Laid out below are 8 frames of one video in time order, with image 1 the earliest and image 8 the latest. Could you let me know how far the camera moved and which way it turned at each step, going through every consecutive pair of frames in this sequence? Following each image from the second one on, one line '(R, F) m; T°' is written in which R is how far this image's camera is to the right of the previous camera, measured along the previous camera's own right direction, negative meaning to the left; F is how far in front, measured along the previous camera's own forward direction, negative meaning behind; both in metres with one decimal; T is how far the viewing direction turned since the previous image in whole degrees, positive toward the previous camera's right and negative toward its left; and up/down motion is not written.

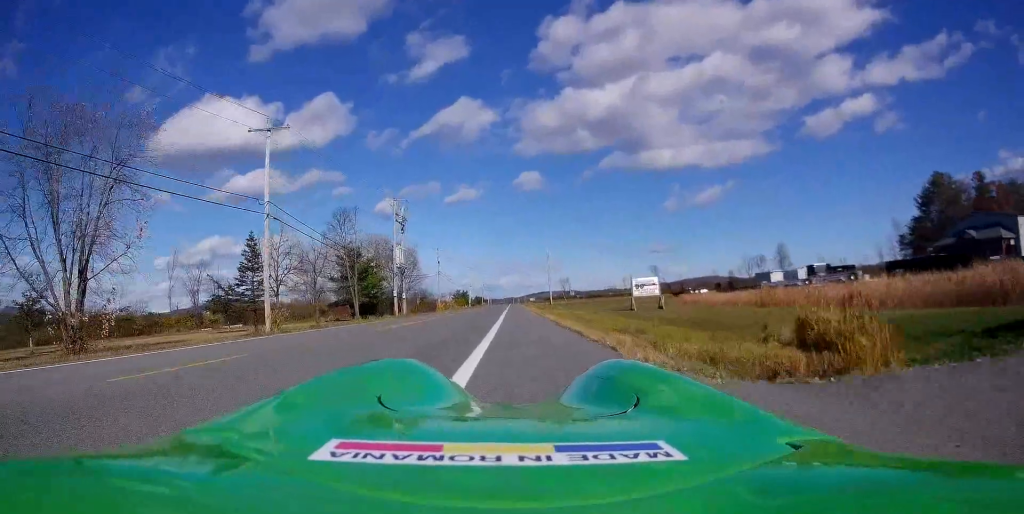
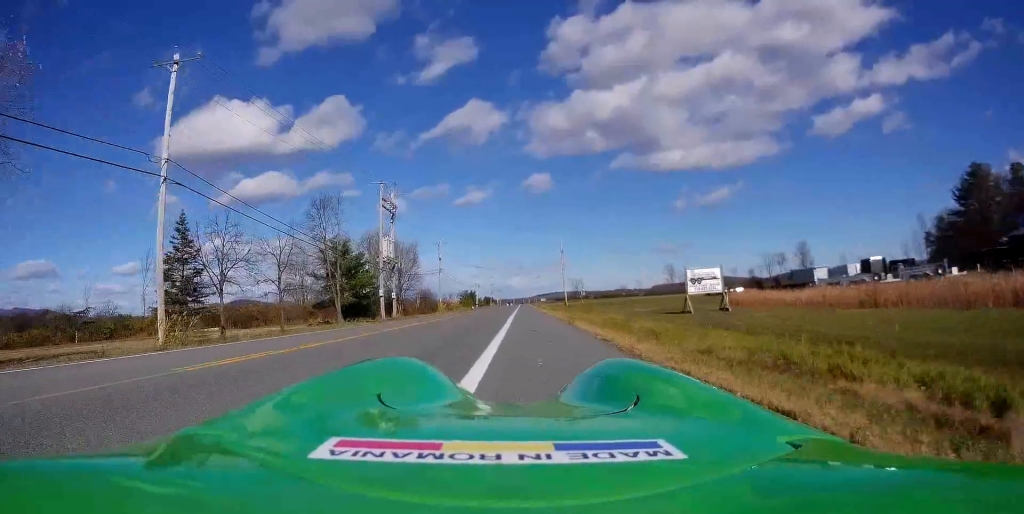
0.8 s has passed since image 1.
(-0.1, +11.1) m; -2°
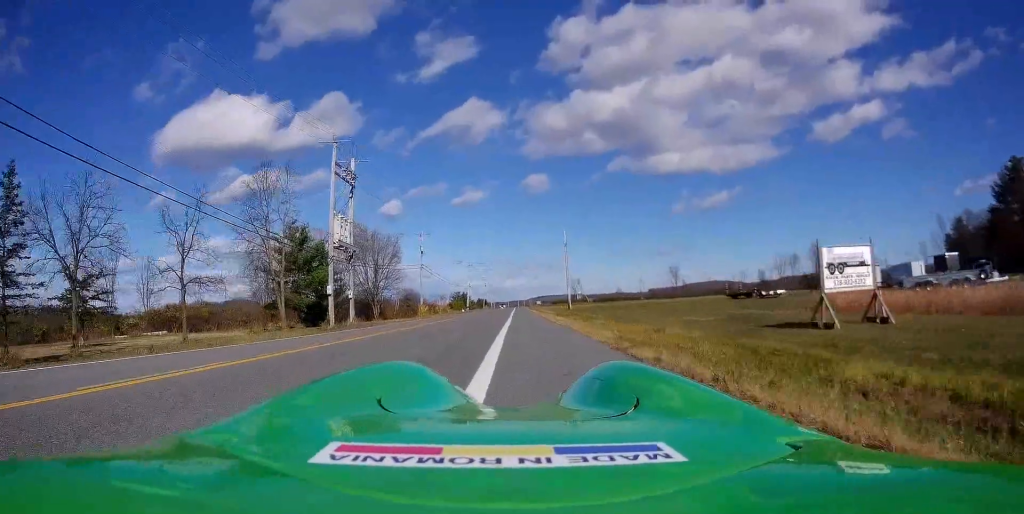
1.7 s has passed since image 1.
(-0.4, +13.5) m; -1°
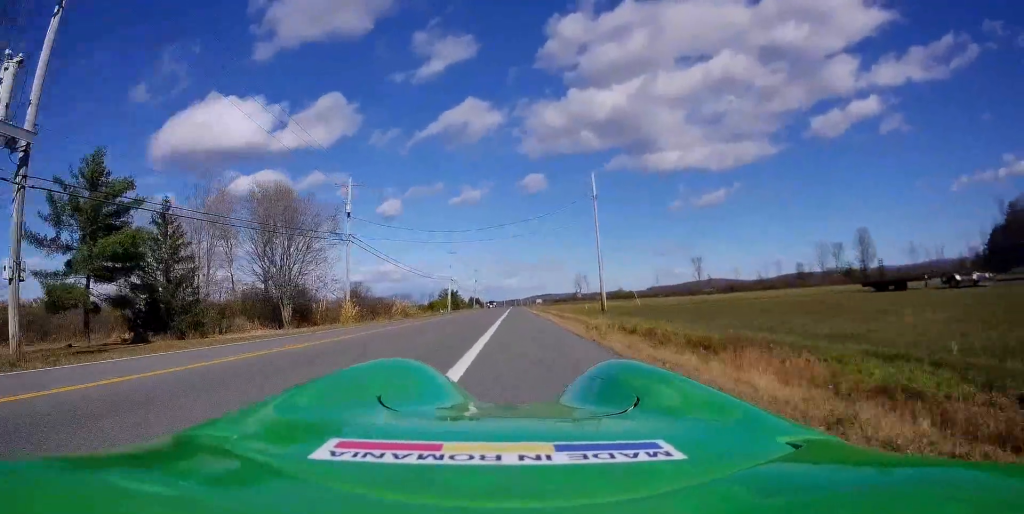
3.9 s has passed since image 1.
(+0.6, +32.8) m; -1°
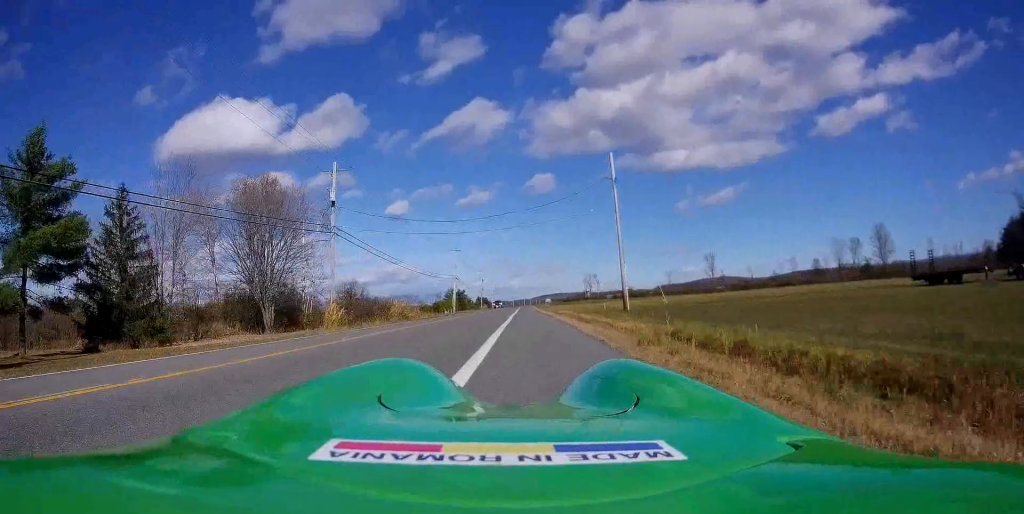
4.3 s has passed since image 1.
(-0.1, +5.5) m; 0°
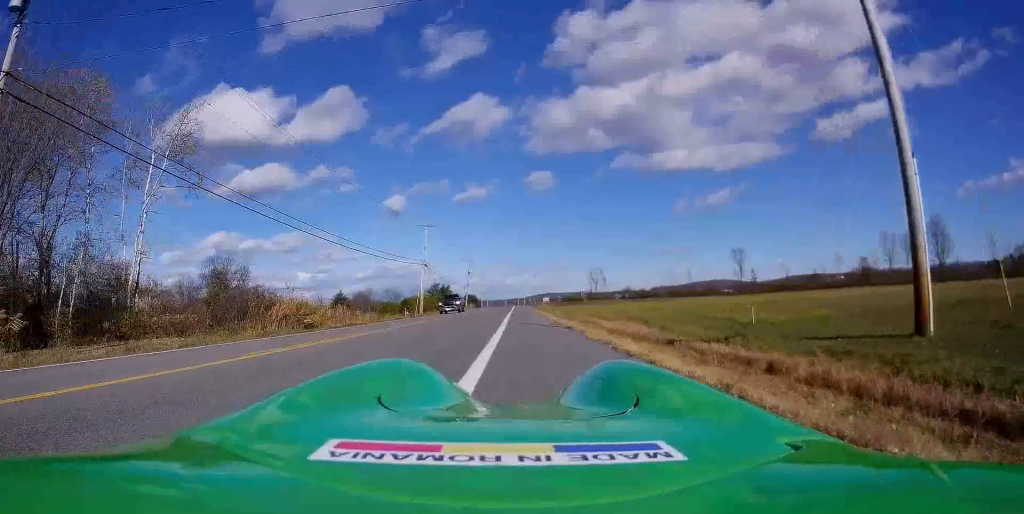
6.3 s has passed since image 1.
(+1.0, +29.7) m; +2°
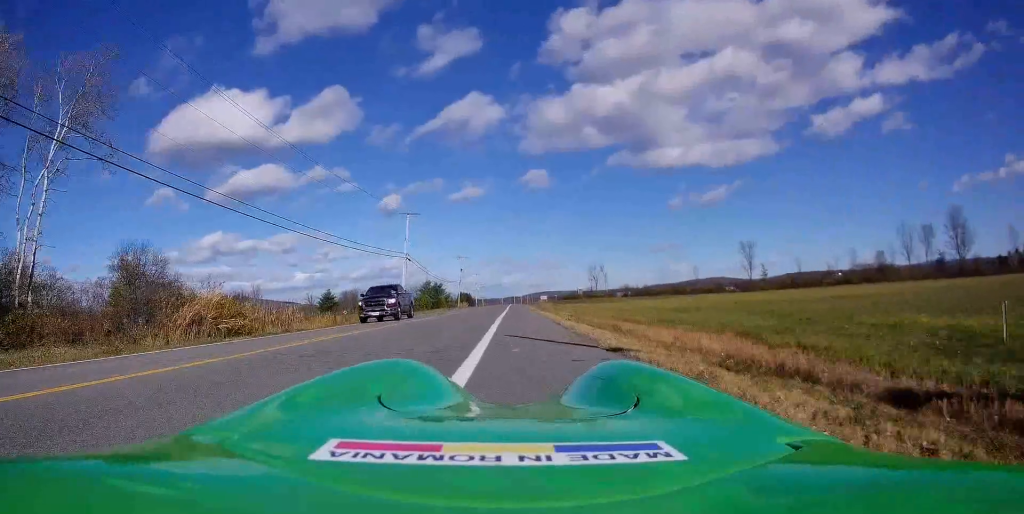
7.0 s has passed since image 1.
(-0.6, +9.7) m; -1°
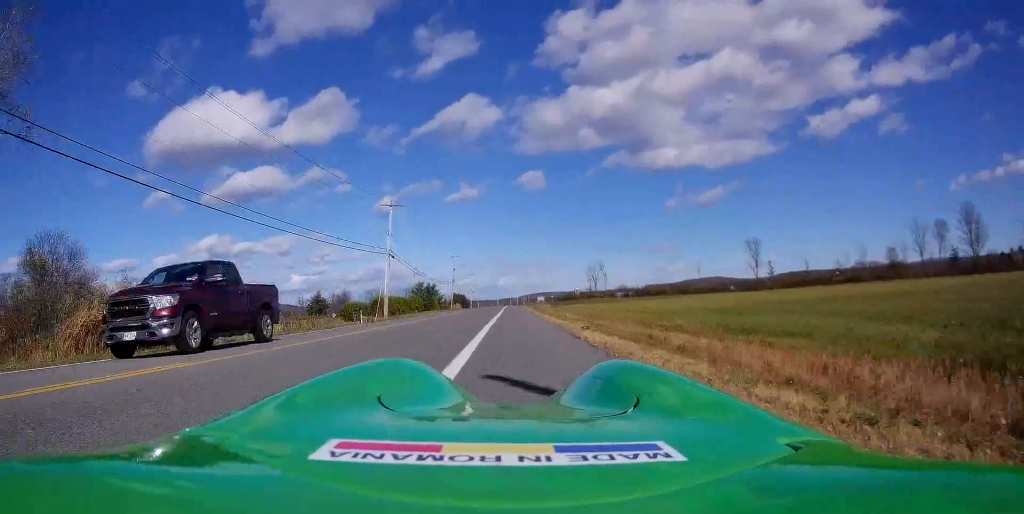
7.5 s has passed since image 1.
(+0.2, +6.6) m; 0°
